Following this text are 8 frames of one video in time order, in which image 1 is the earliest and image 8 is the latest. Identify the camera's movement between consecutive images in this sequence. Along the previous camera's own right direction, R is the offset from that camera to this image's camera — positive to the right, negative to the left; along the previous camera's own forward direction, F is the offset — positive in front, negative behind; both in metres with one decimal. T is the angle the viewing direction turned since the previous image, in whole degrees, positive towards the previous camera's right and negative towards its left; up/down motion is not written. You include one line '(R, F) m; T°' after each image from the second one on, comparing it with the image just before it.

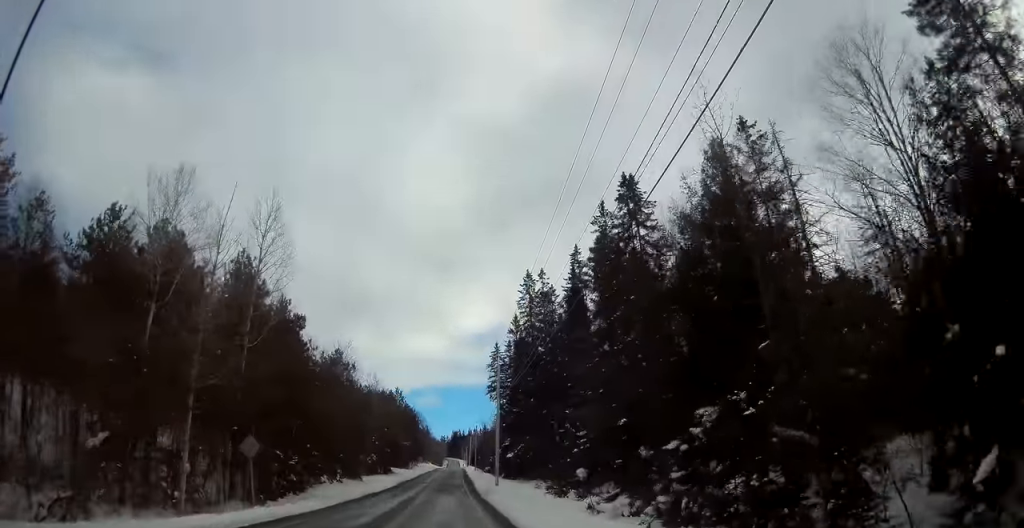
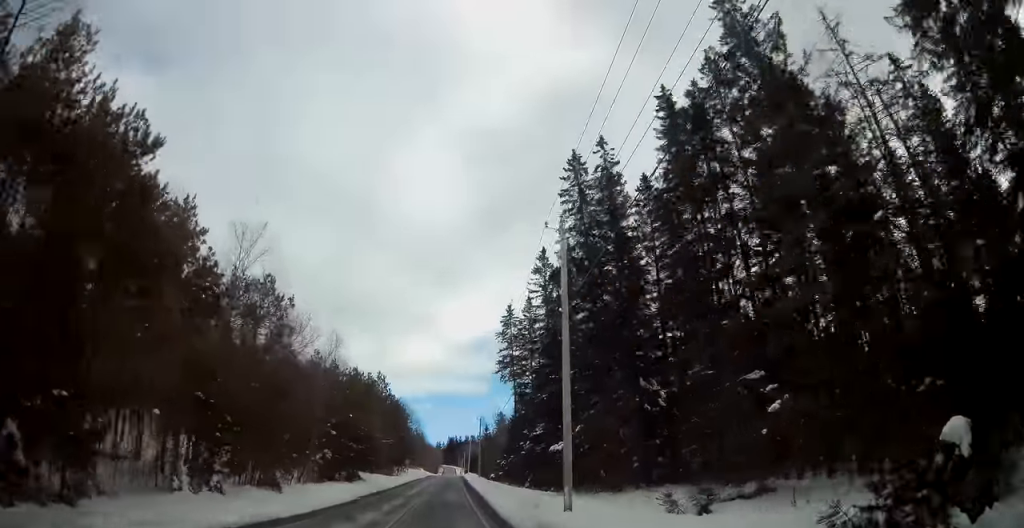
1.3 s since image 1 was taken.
(+0.1, +27.8) m; +1°
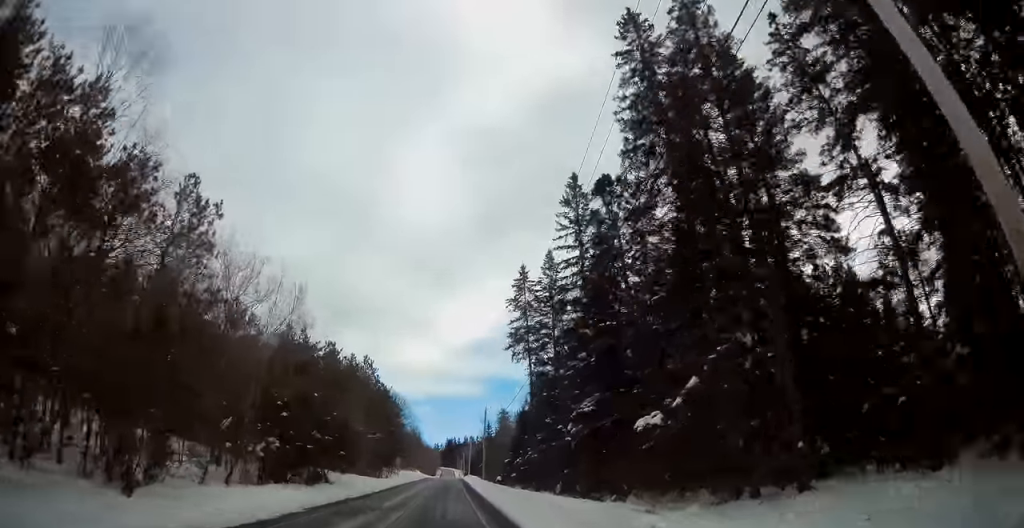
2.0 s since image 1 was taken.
(-0.1, +15.5) m; +1°
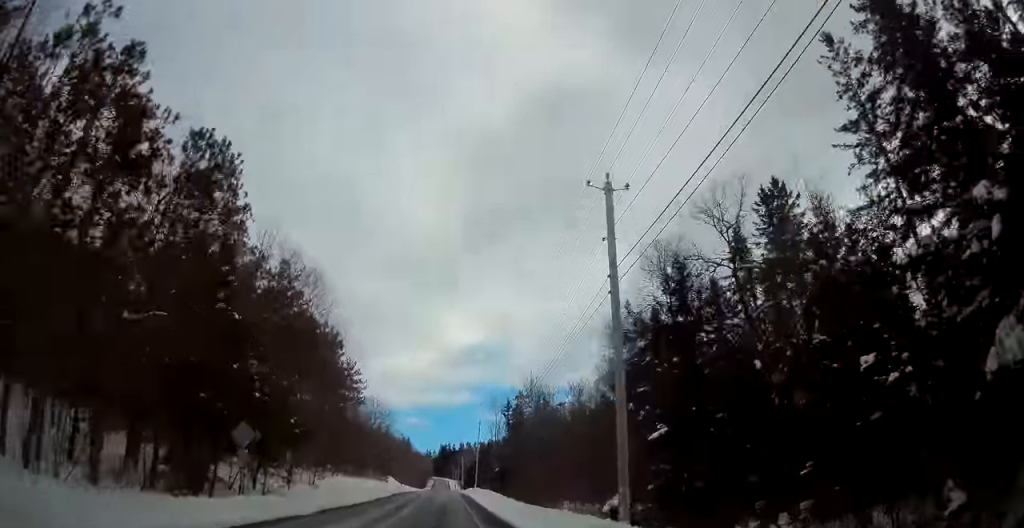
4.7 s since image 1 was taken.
(+0.5, +60.3) m; +1°
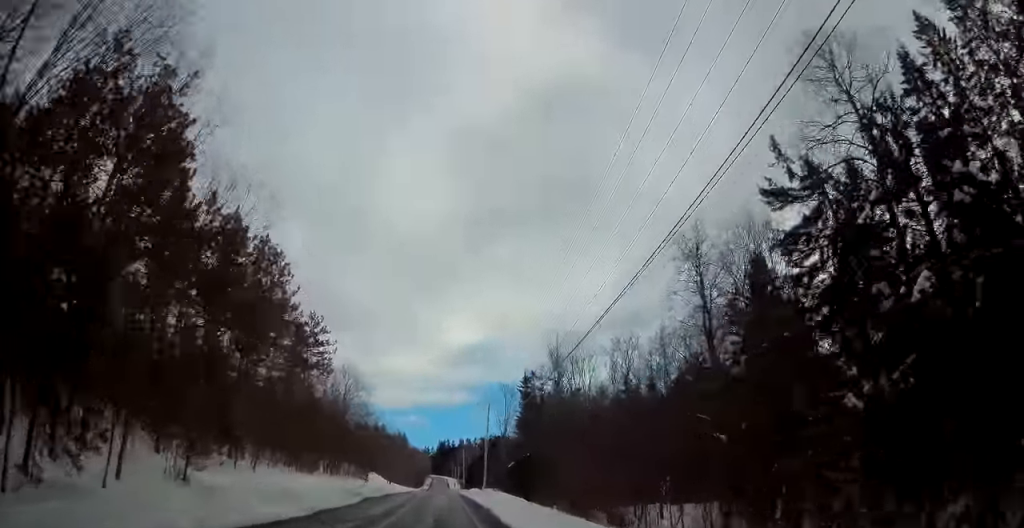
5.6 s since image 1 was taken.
(-0.1, +21.5) m; -1°
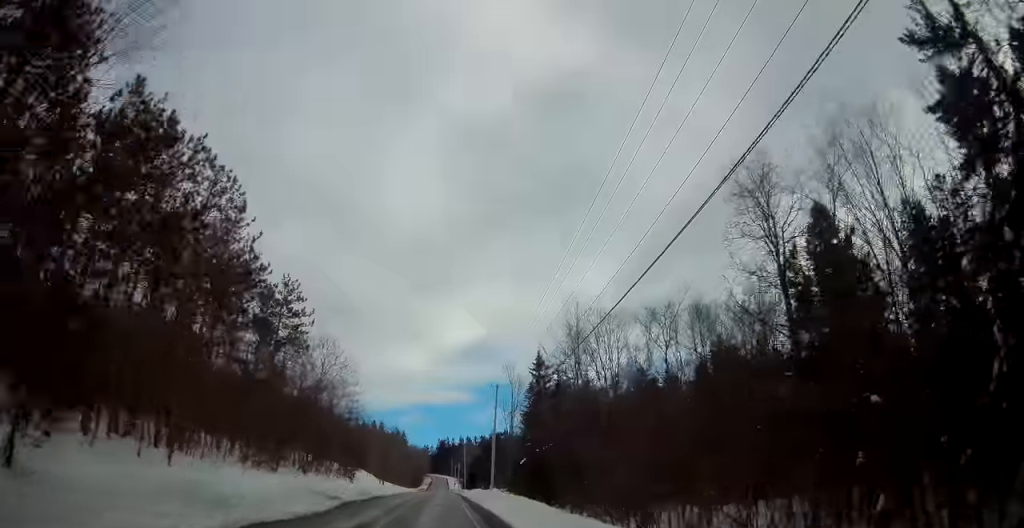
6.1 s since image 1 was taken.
(0.0, +10.3) m; 0°
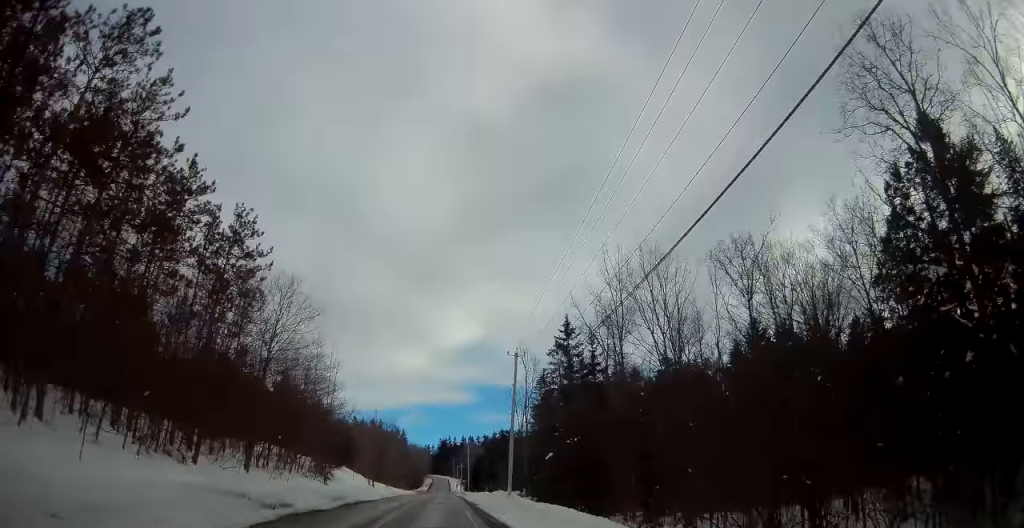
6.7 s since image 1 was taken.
(0.0, +13.3) m; 0°
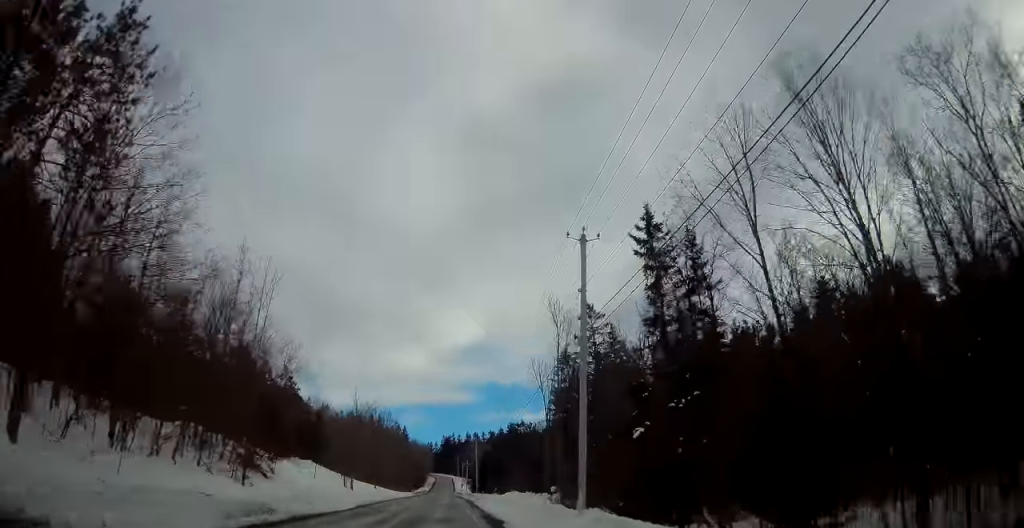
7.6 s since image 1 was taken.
(-0.1, +19.3) m; +1°
